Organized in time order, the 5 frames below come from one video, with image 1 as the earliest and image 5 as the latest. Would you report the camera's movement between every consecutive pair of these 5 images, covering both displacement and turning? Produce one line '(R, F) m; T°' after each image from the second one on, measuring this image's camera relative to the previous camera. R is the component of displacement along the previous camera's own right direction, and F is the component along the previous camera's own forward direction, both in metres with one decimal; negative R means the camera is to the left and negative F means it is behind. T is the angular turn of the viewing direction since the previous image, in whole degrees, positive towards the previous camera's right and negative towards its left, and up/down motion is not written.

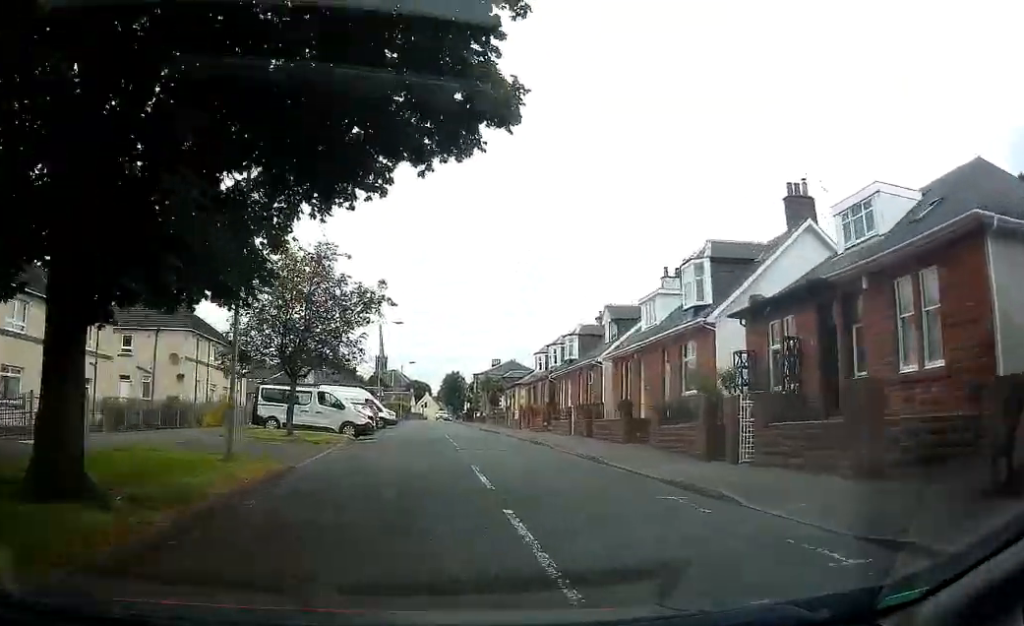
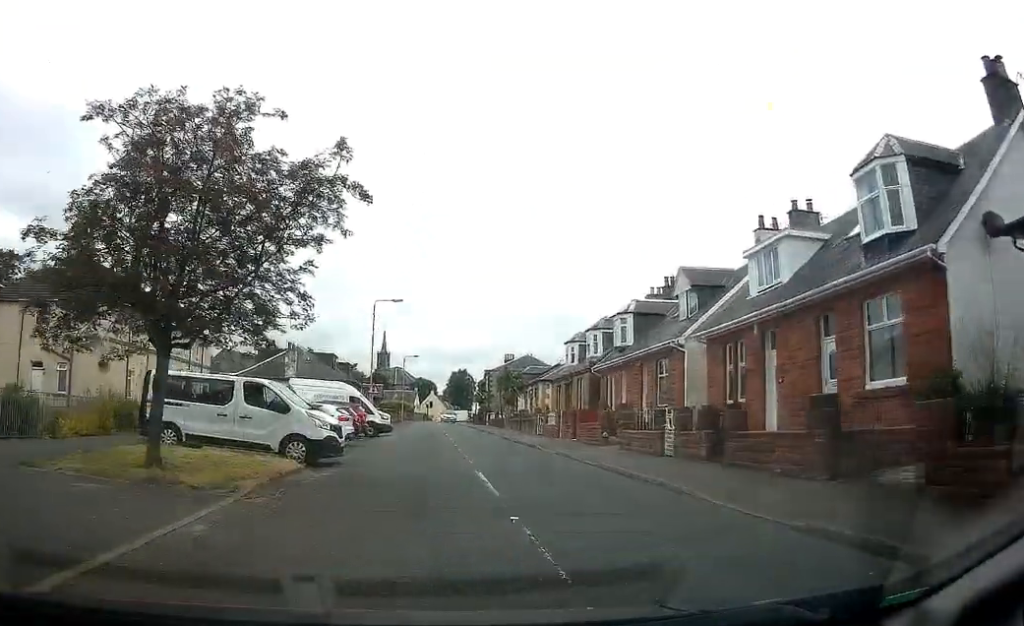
(+0.2, +13.3) m; +1°
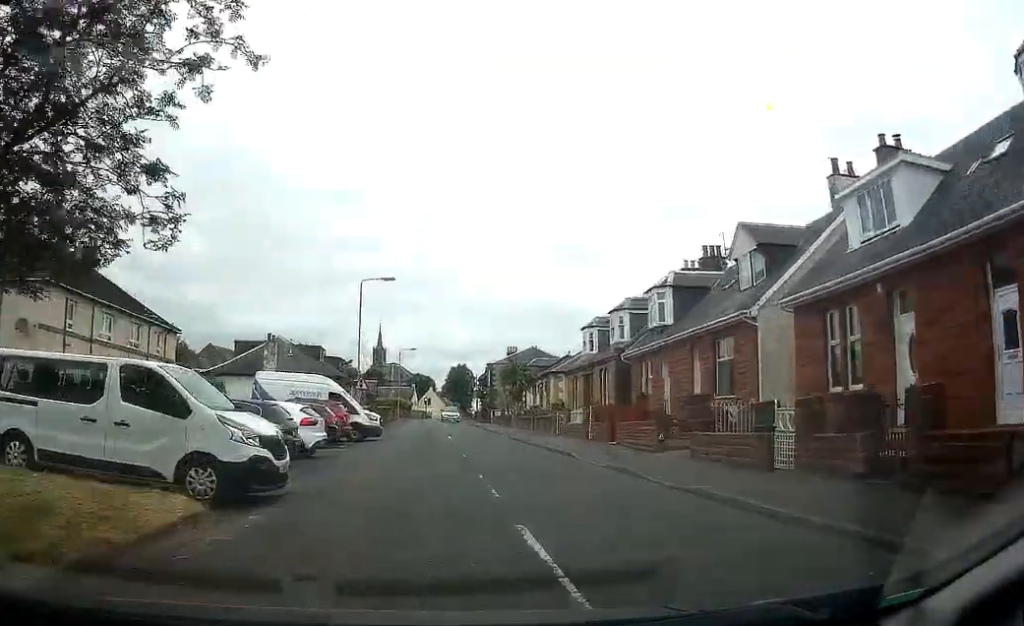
(-0.1, +7.5) m; -3°
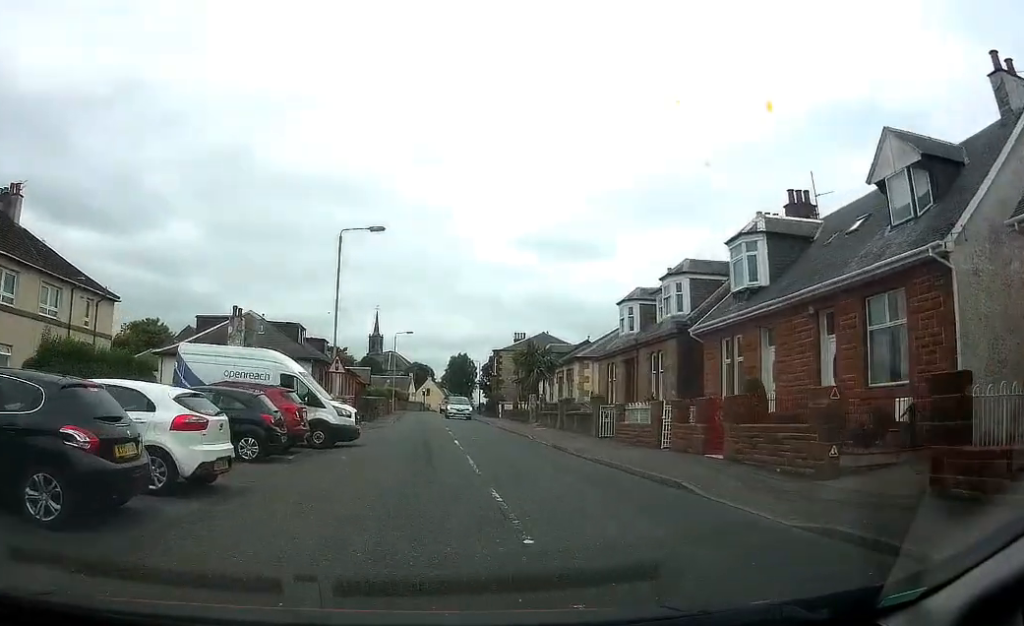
(-0.6, +10.0) m; -2°
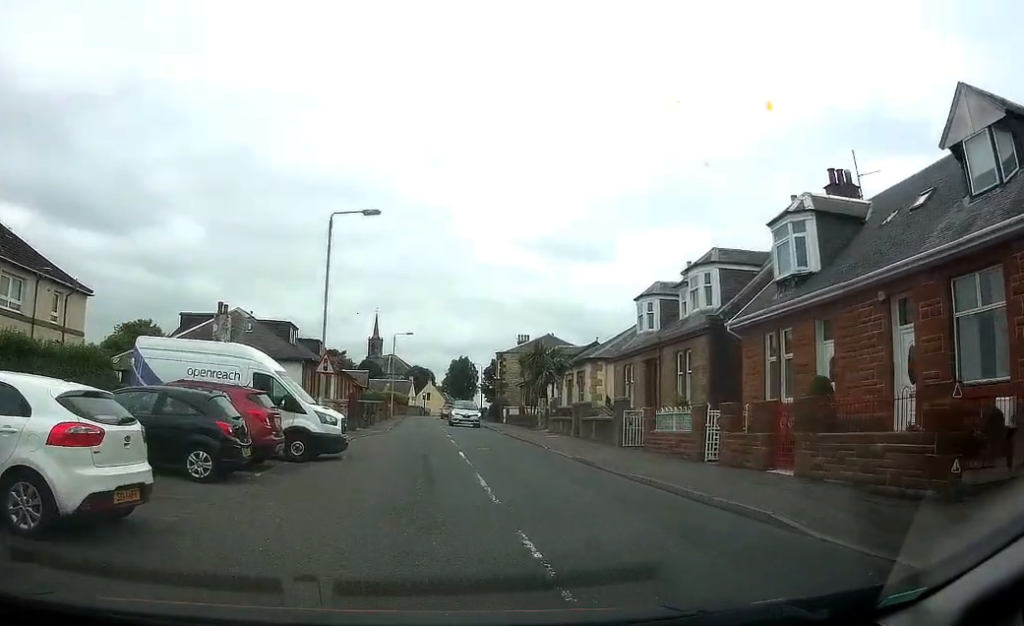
(-0.1, +3.5) m; +1°
